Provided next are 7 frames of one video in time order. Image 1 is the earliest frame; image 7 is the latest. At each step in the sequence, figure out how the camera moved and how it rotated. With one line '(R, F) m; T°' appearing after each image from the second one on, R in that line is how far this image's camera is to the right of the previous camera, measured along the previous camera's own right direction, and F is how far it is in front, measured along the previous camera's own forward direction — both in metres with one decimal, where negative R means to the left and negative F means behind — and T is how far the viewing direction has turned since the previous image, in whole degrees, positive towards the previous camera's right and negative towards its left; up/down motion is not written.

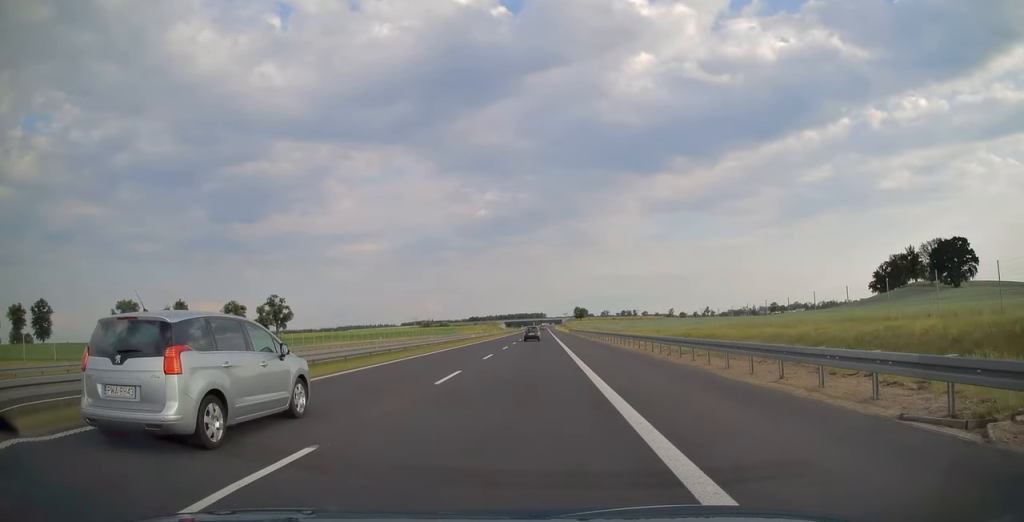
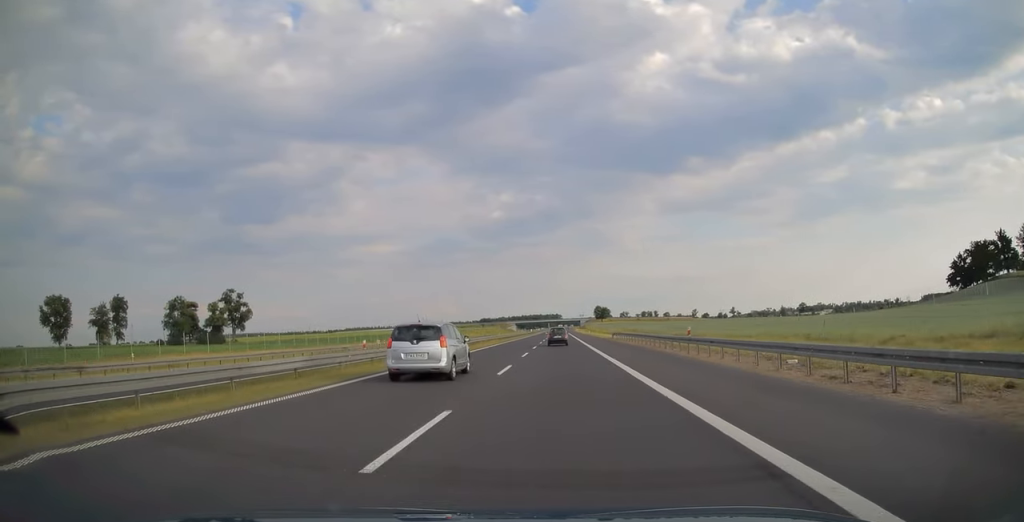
(-0.2, +56.6) m; -1°
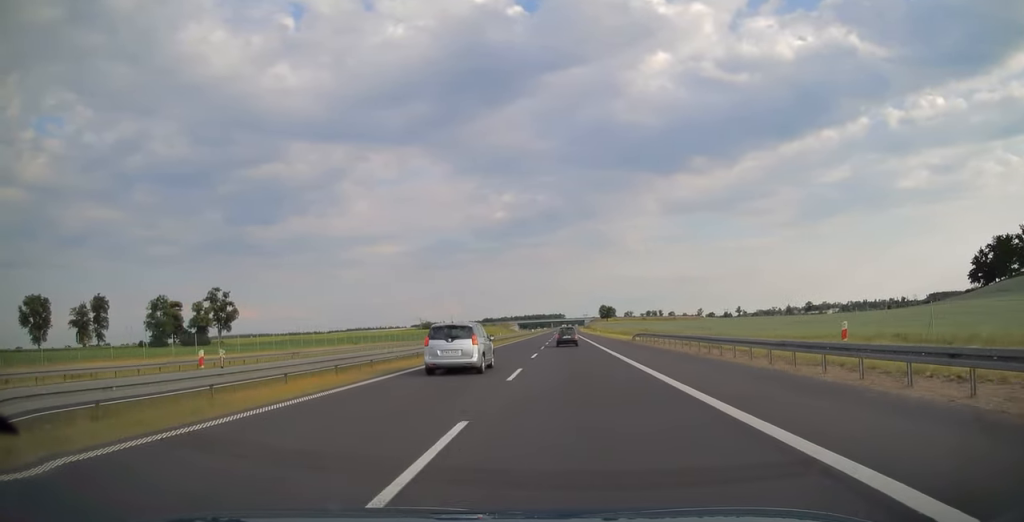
(0.0, +13.7) m; 0°
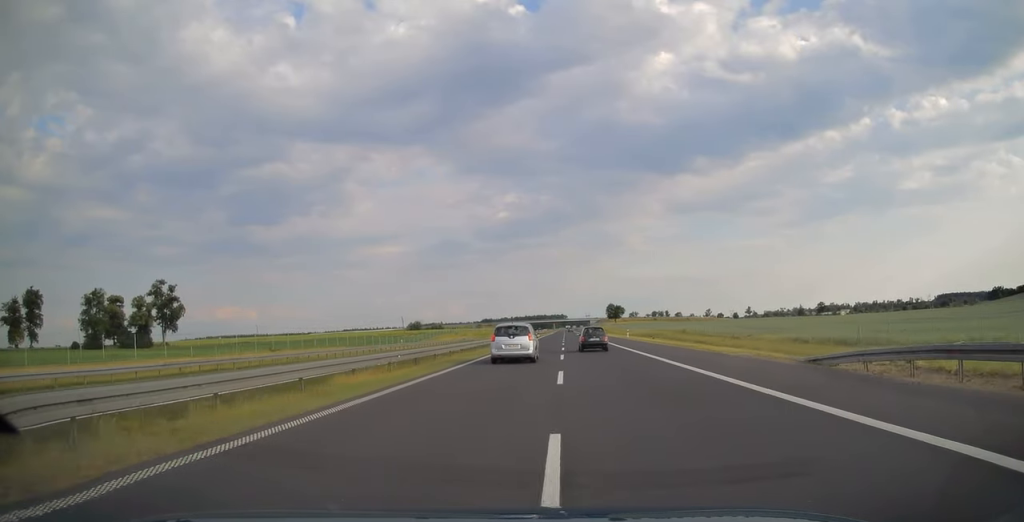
(-0.2, +37.5) m; -1°
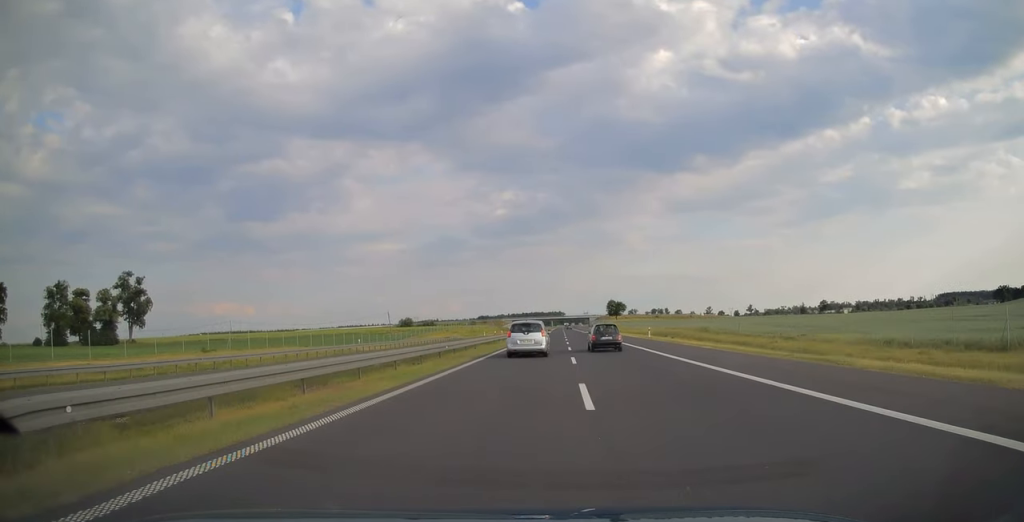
(-0.1, +16.7) m; 0°
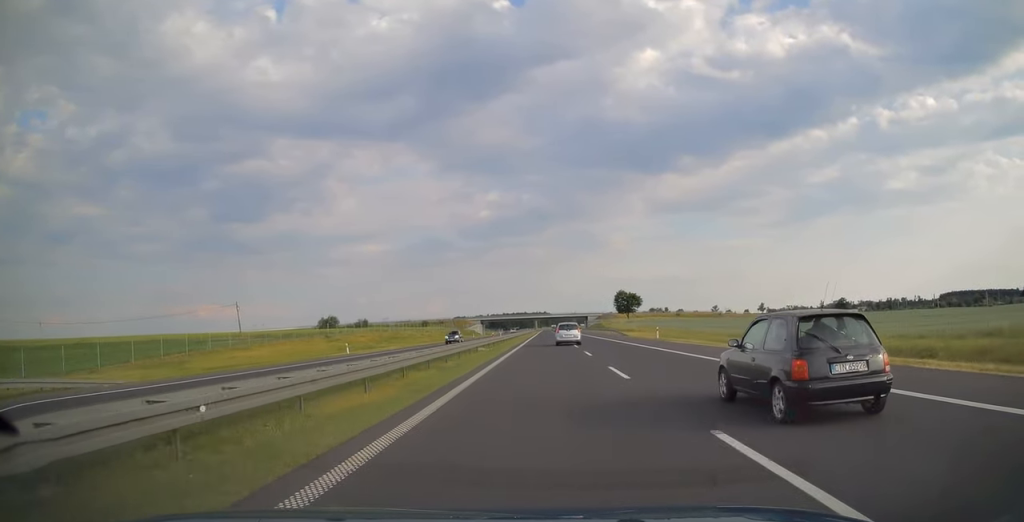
(+0.8, +103.3) m; +1°
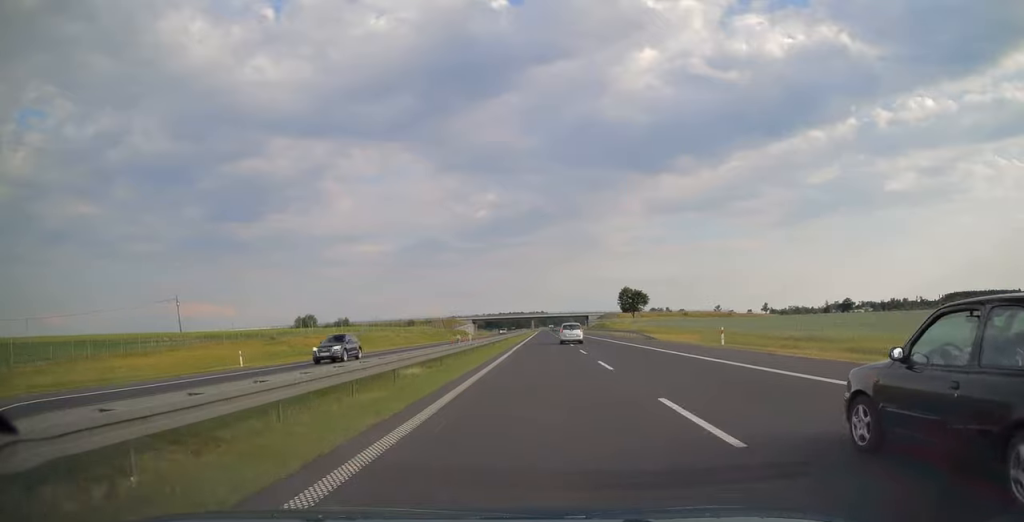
(0.0, +21.1) m; 0°
